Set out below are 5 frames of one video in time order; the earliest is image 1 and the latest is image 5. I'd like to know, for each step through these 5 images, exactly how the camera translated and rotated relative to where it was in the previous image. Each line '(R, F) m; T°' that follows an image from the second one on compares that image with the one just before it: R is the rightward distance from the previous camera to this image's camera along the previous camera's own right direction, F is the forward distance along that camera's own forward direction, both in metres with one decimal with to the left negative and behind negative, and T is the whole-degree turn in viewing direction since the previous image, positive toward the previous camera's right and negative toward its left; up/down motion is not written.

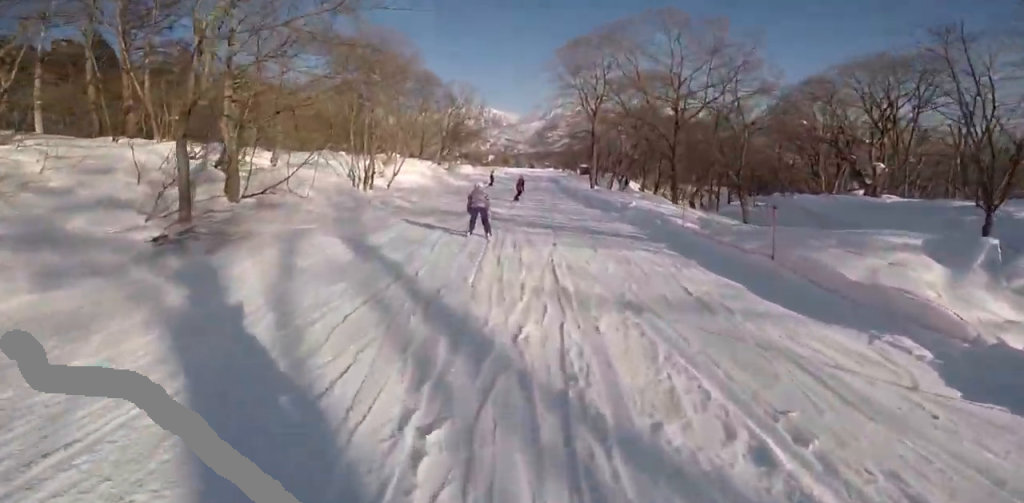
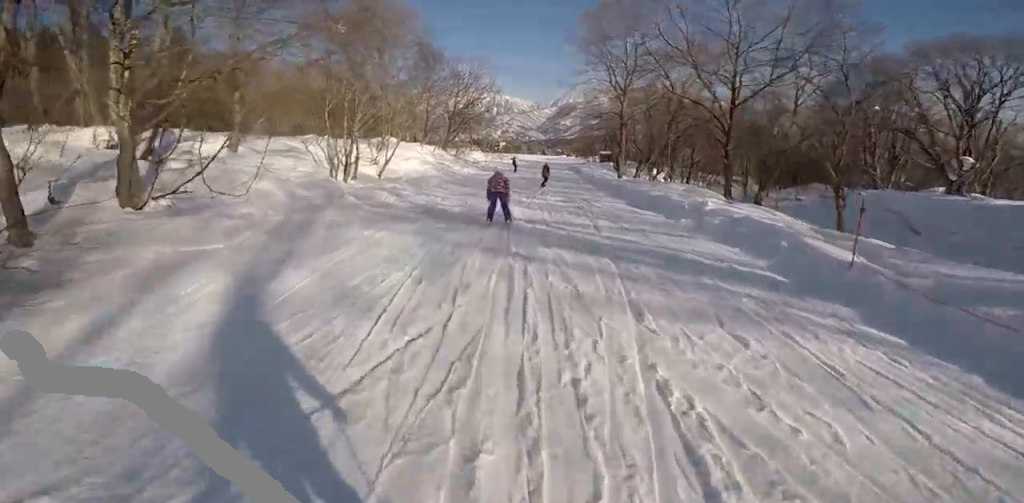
(-0.5, +4.2) m; -1°
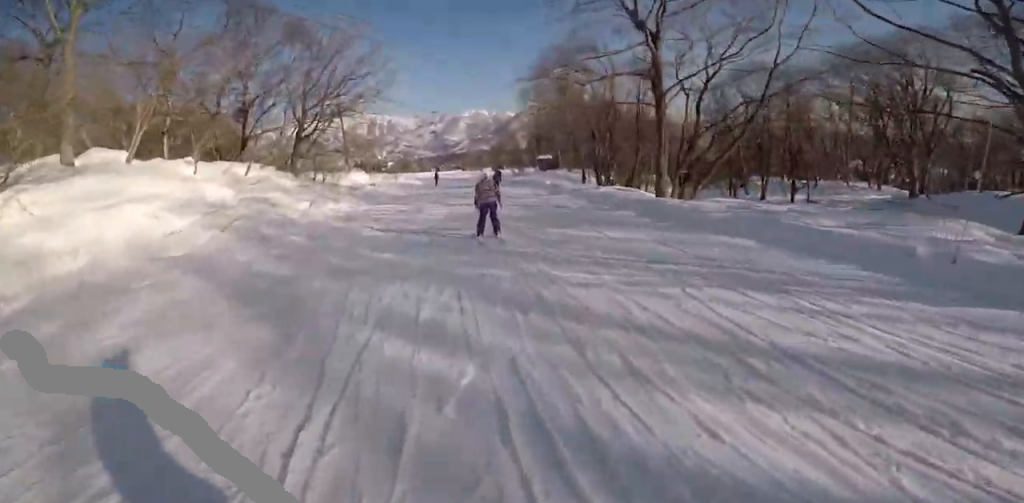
(+1.1, +16.5) m; +5°
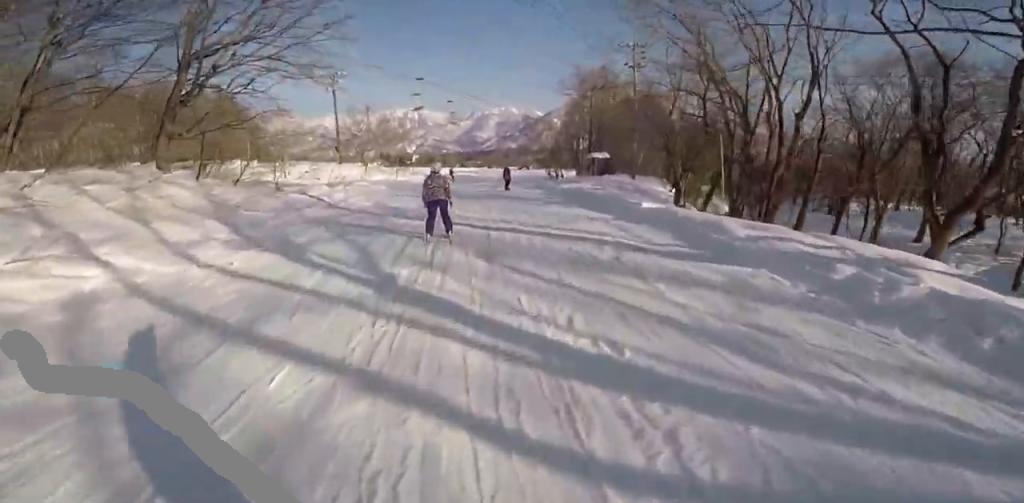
(0.0, +11.1) m; +1°
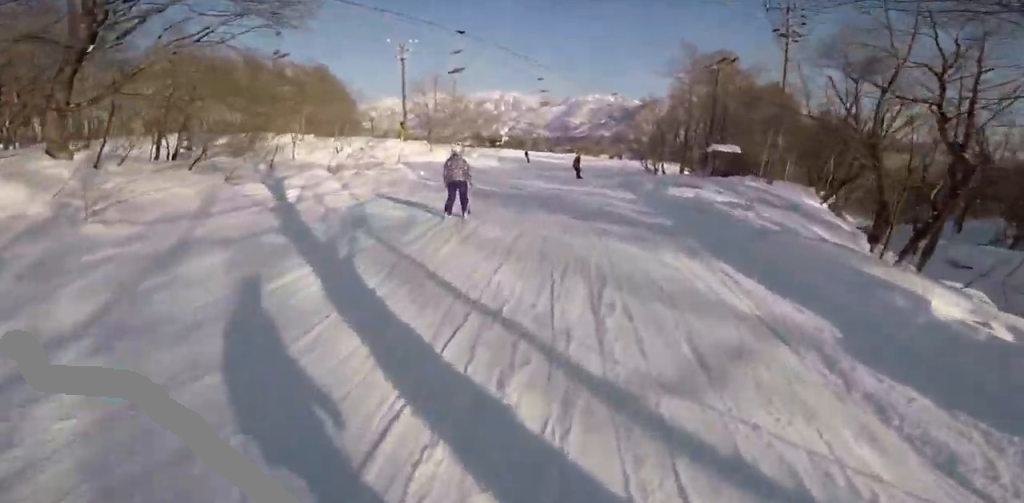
(+0.1, +6.1) m; +2°
